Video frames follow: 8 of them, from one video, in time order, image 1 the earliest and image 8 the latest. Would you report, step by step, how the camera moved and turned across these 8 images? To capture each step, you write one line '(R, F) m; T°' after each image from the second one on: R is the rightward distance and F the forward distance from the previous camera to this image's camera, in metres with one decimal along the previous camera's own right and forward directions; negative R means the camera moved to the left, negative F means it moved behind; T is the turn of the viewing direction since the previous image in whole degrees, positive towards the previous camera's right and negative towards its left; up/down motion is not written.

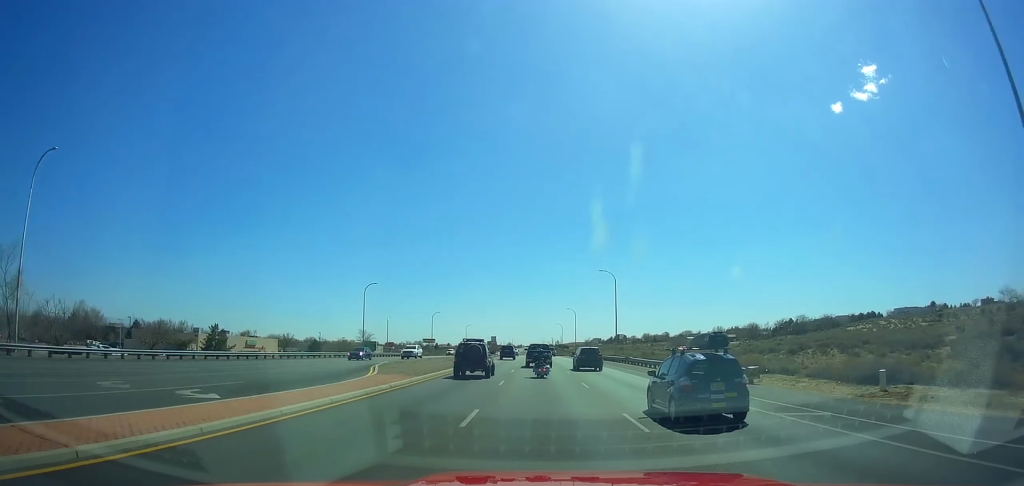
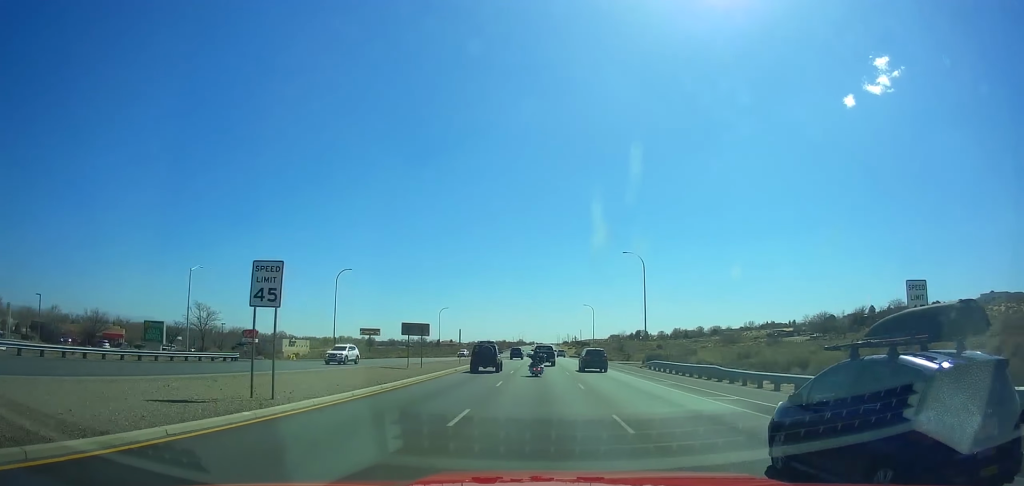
(-1.7, +82.5) m; -2°
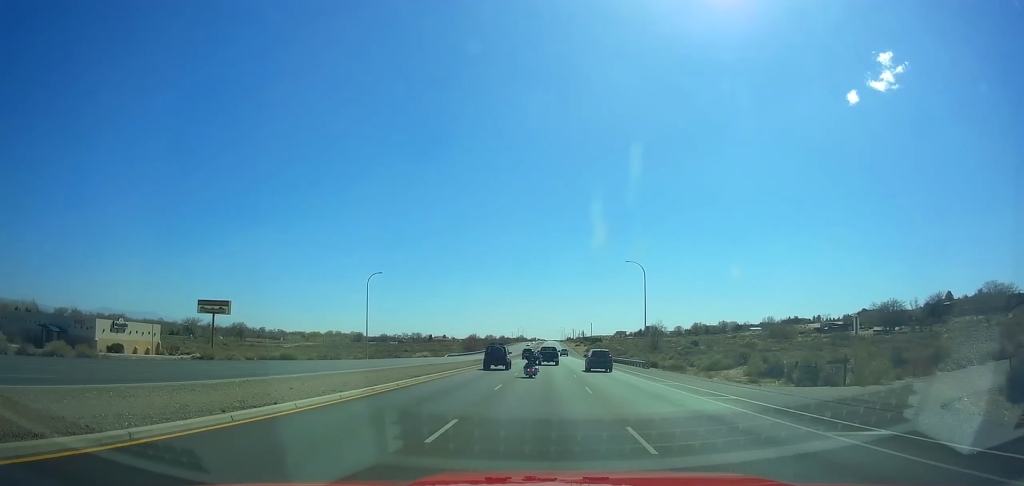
(0.0, +64.2) m; 0°
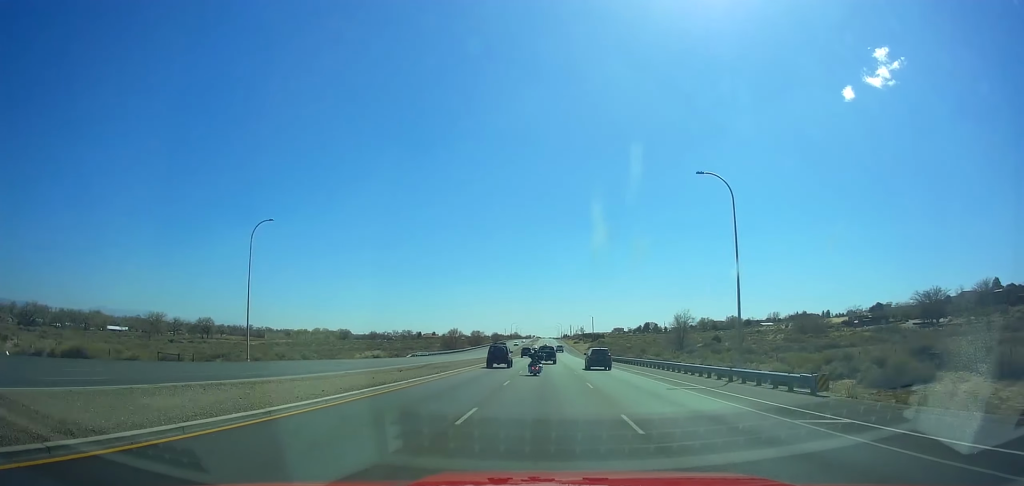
(+0.2, +35.3) m; 0°
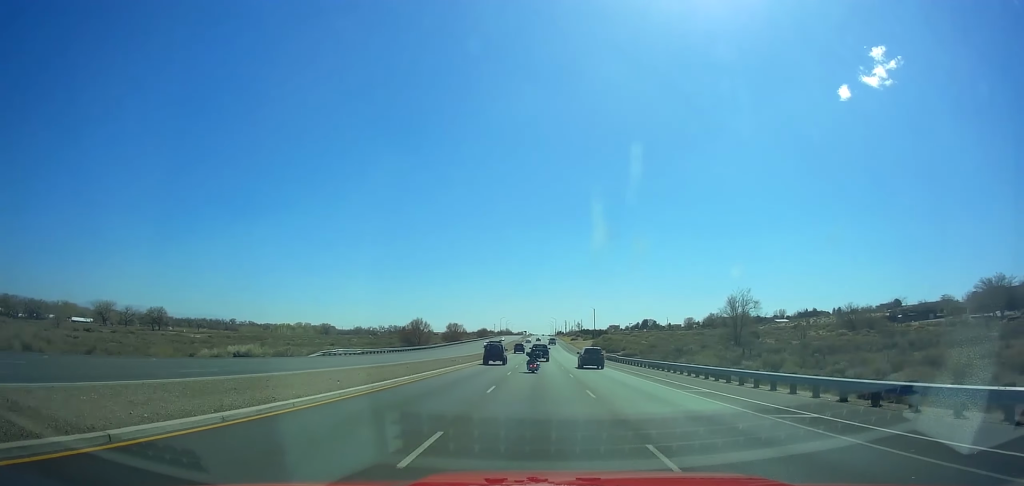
(+0.2, +41.3) m; 0°
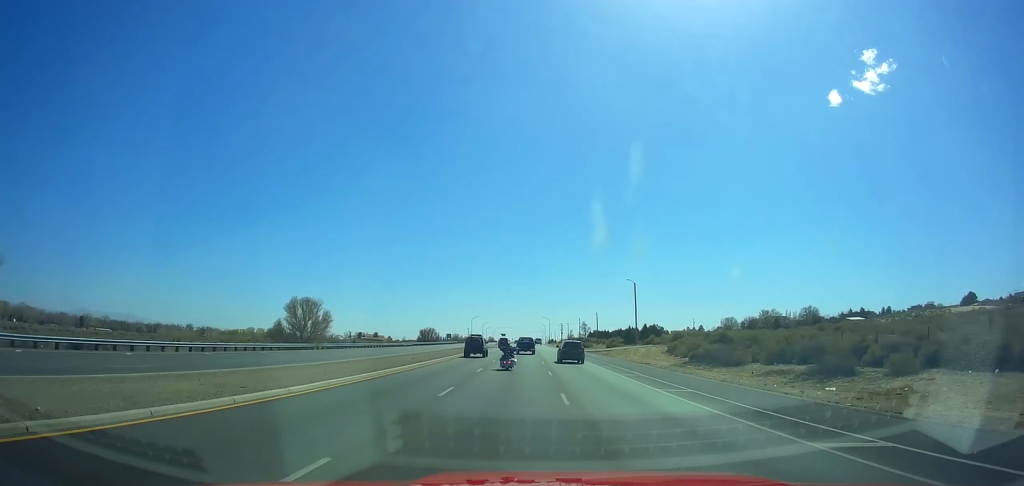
(+0.9, +110.7) m; +1°
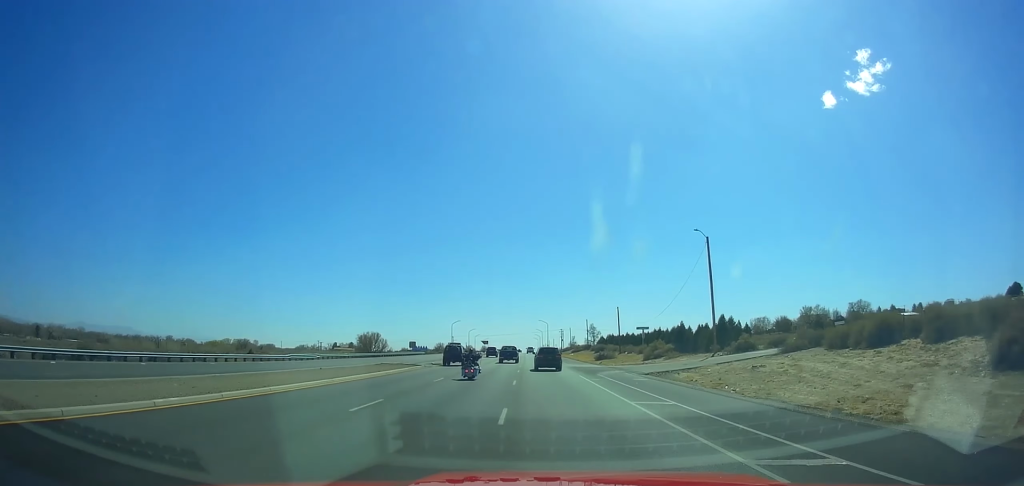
(+0.7, +50.4) m; 0°
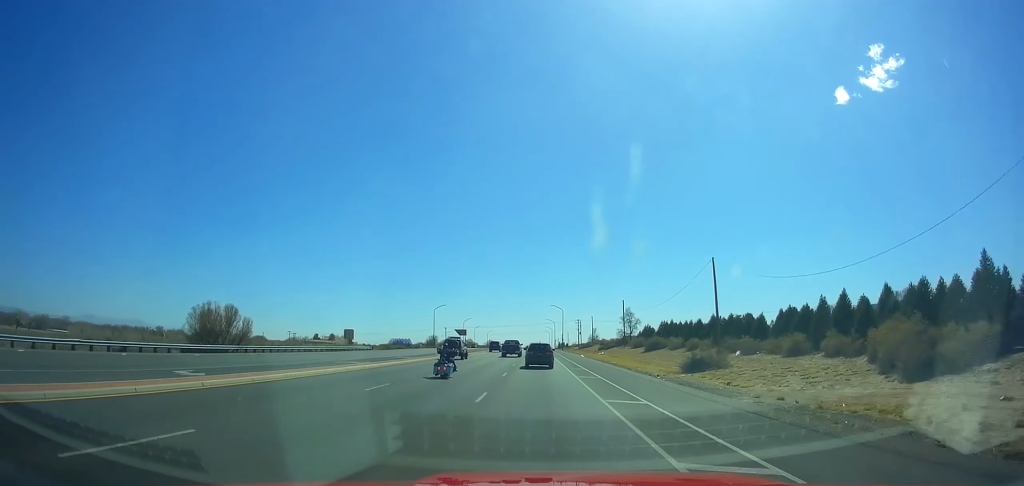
(-0.5, +56.1) m; -1°
